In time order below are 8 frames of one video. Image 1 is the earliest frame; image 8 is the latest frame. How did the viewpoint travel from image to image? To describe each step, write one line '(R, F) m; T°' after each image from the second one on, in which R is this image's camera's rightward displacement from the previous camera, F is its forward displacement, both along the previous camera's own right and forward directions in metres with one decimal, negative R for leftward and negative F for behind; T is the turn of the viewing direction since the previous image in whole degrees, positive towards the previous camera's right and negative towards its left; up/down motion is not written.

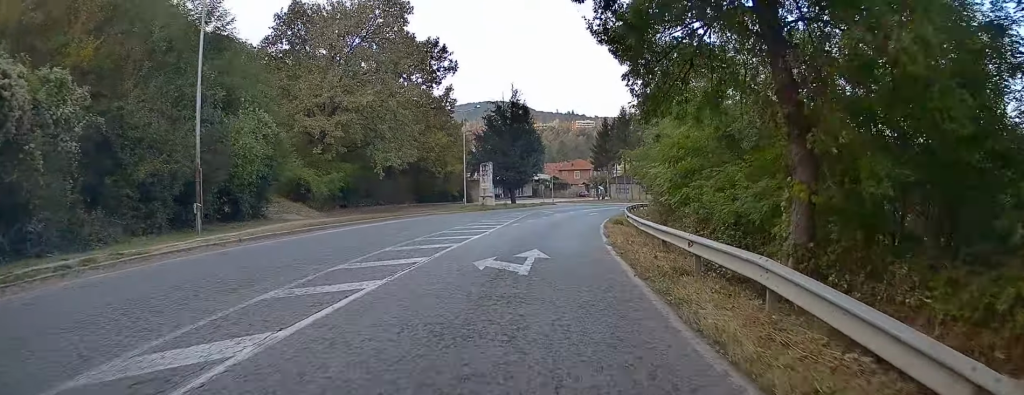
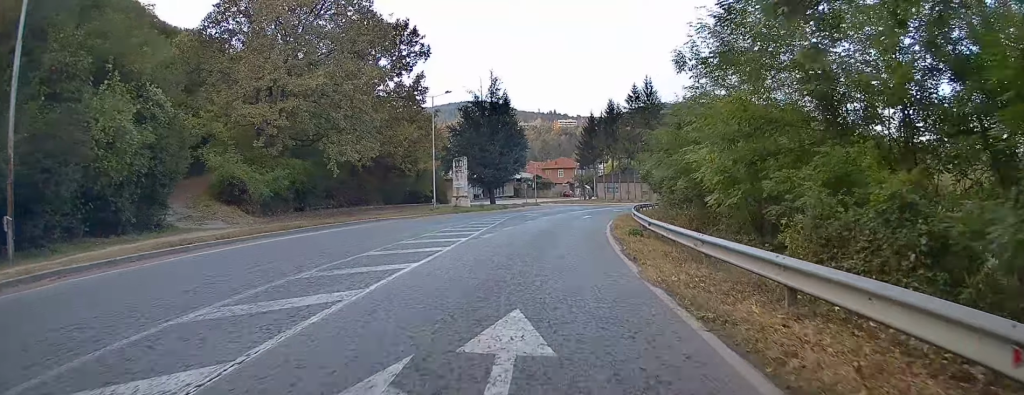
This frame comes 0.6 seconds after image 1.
(+0.2, +8.3) m; +1°
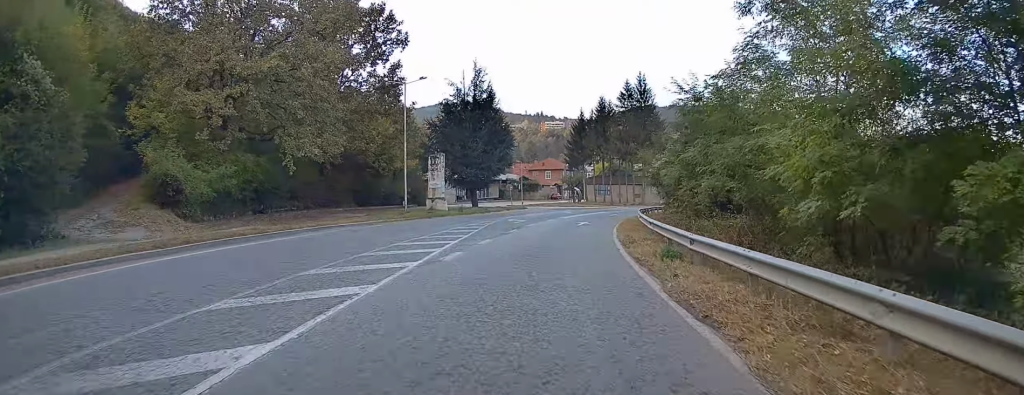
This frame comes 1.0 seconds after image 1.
(0.0, +6.2) m; +1°
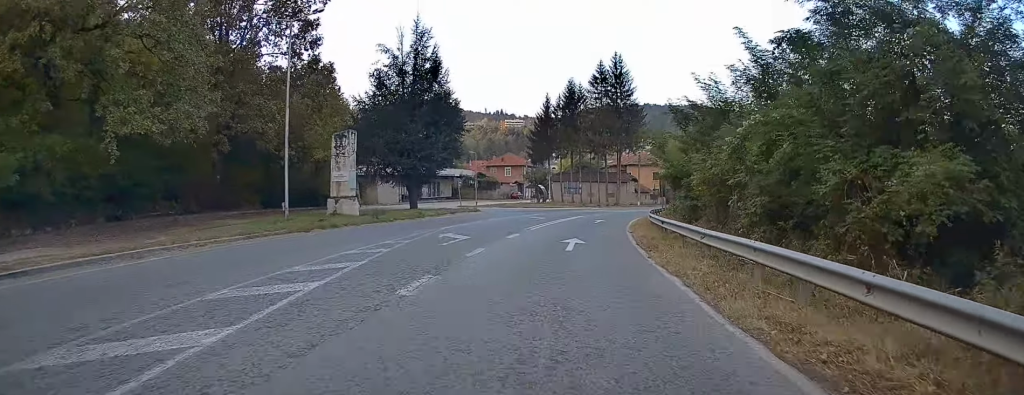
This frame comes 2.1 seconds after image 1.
(+0.3, +15.3) m; +4°
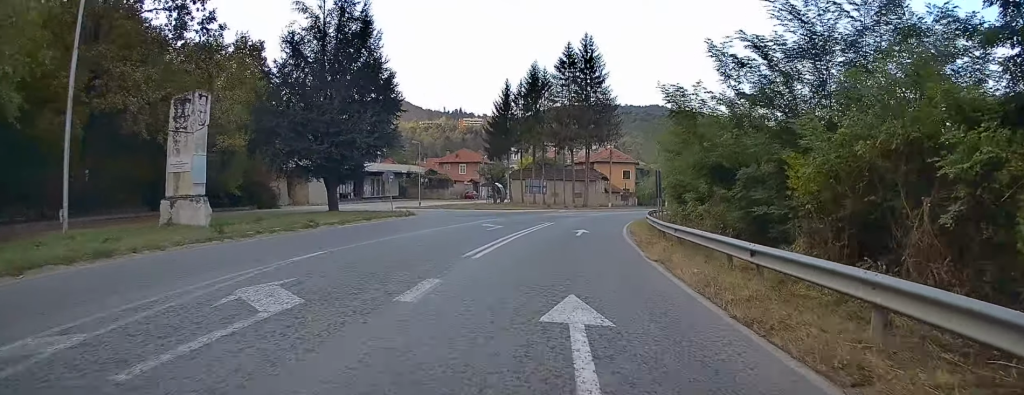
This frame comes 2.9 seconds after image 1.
(+0.4, +11.8) m; +4°
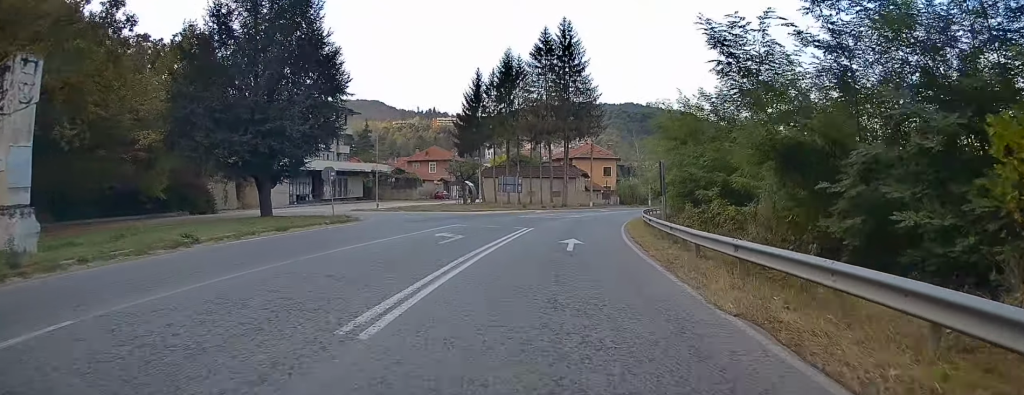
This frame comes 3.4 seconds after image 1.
(+0.1, +7.1) m; +2°
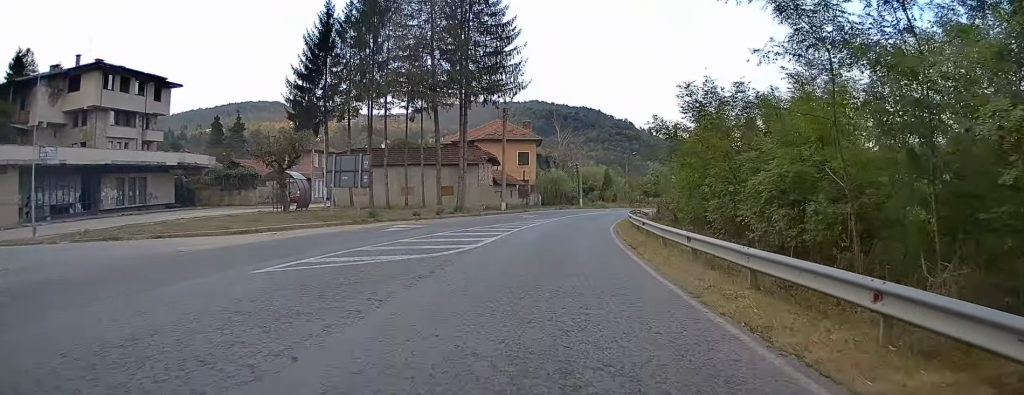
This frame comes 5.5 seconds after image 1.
(+2.5, +29.3) m; +8°
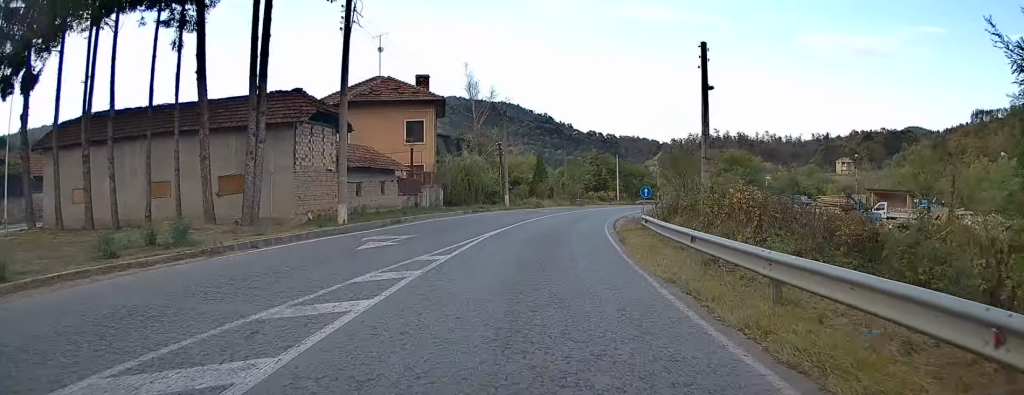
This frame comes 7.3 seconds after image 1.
(+1.7, +26.1) m; +8°
